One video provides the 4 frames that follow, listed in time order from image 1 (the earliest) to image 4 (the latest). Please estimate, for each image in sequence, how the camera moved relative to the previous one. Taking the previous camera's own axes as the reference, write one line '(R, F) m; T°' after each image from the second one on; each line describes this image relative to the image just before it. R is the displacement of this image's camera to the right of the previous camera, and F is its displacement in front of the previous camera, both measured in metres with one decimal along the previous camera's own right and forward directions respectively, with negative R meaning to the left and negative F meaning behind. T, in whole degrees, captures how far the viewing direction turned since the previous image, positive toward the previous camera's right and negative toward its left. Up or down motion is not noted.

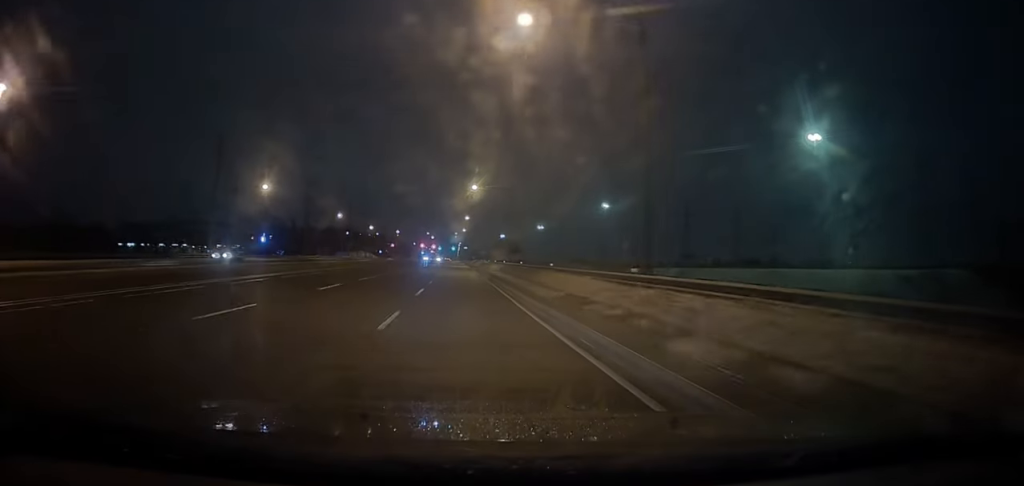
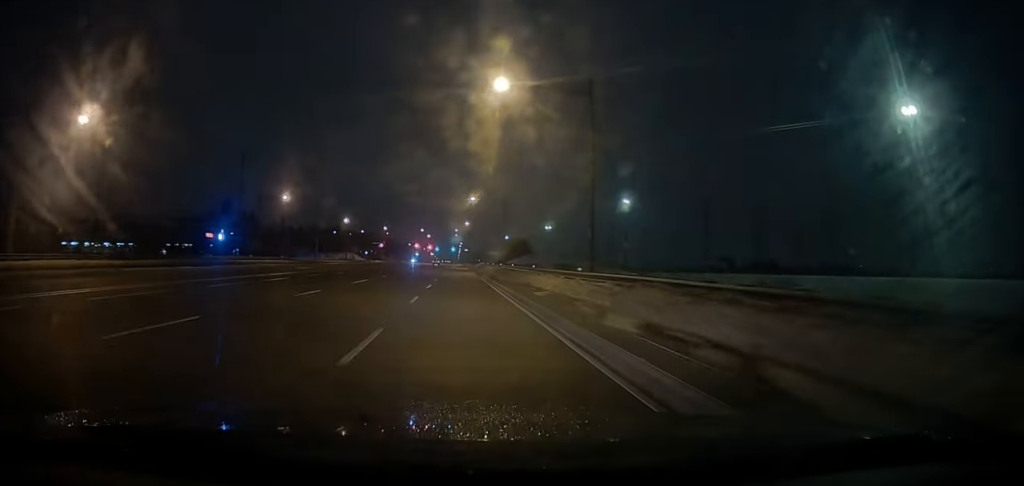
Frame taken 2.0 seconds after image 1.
(+0.3, +40.2) m; 0°
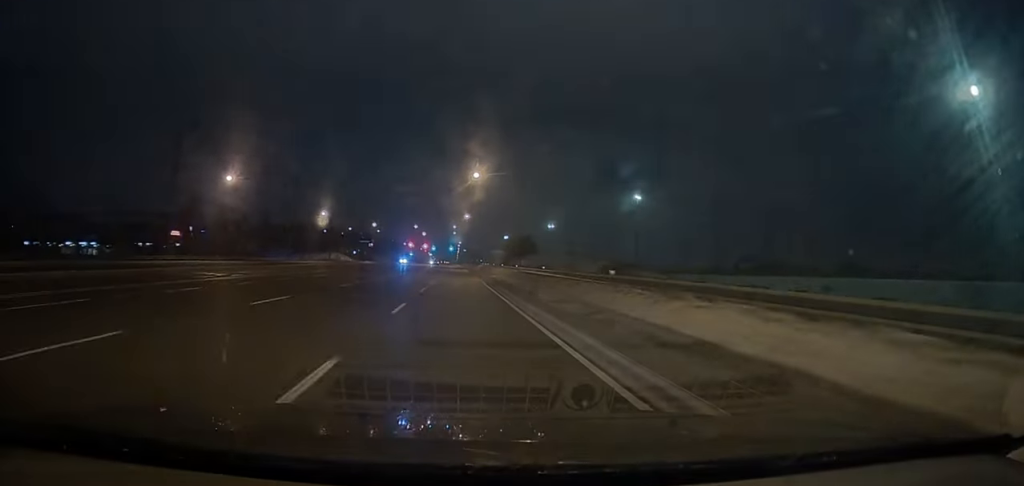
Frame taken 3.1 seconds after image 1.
(-0.3, +21.3) m; -1°
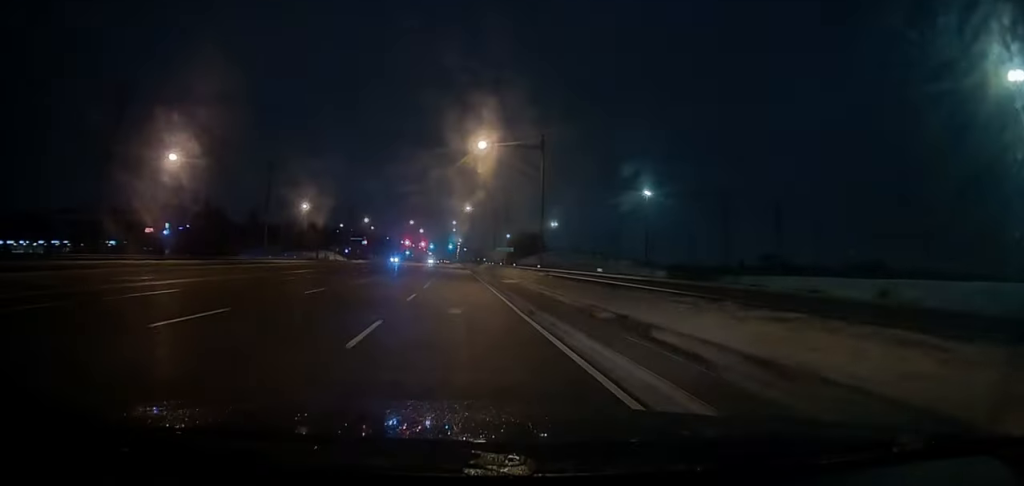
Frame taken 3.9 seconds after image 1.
(0.0, +14.0) m; 0°
